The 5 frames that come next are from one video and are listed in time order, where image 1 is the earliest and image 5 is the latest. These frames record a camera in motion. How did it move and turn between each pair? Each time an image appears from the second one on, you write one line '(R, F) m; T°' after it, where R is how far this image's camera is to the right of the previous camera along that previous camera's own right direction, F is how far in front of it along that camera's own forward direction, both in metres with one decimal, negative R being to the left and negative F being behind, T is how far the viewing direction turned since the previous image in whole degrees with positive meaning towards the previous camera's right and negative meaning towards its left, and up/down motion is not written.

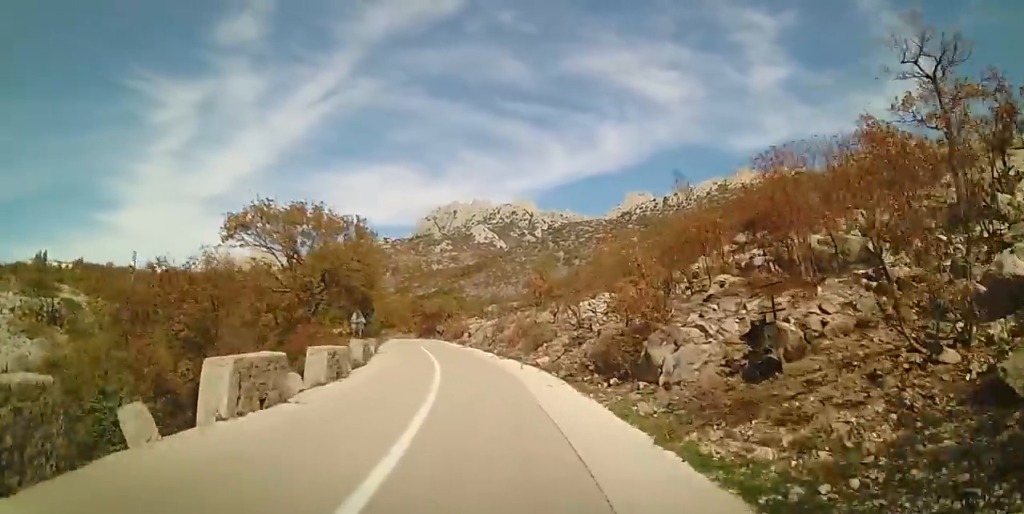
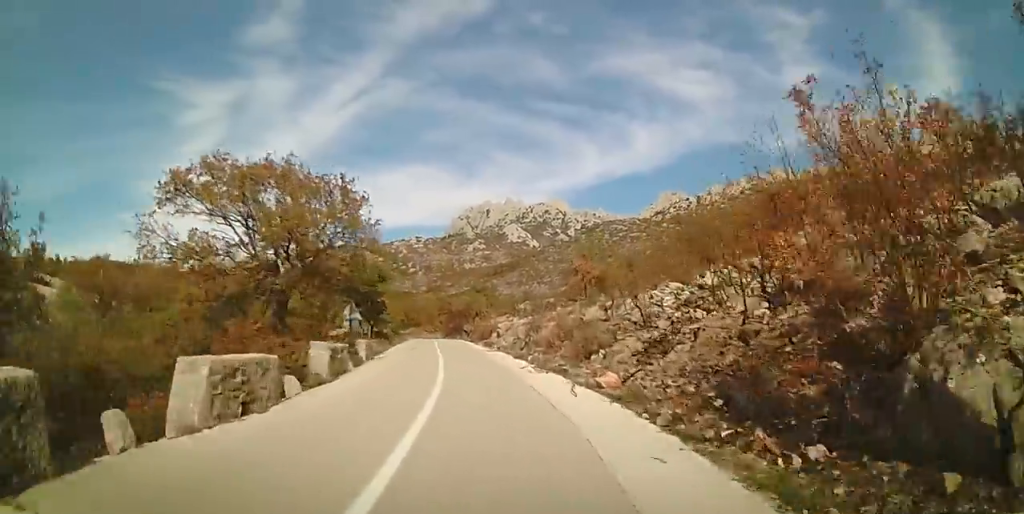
(-0.3, +6.6) m; -3°
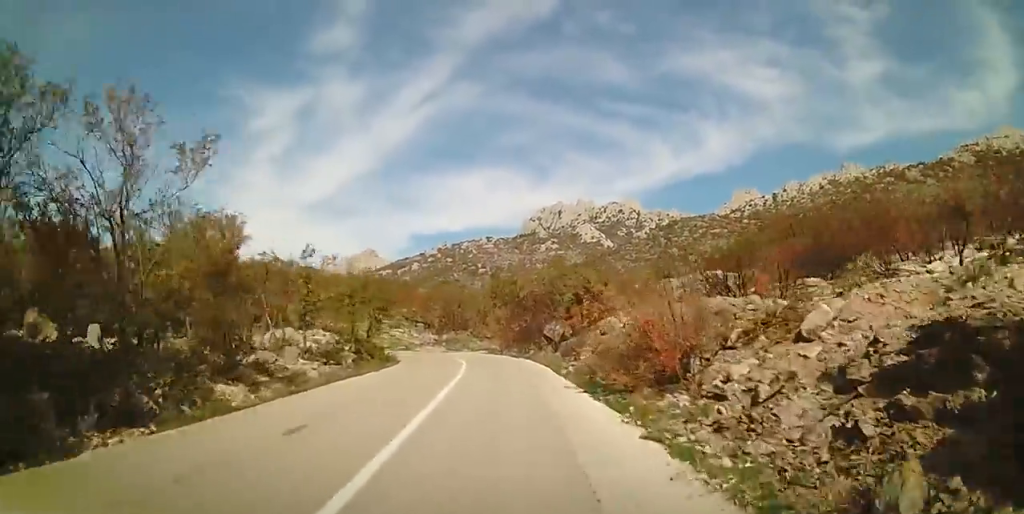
(-3.2, +34.5) m; -10°
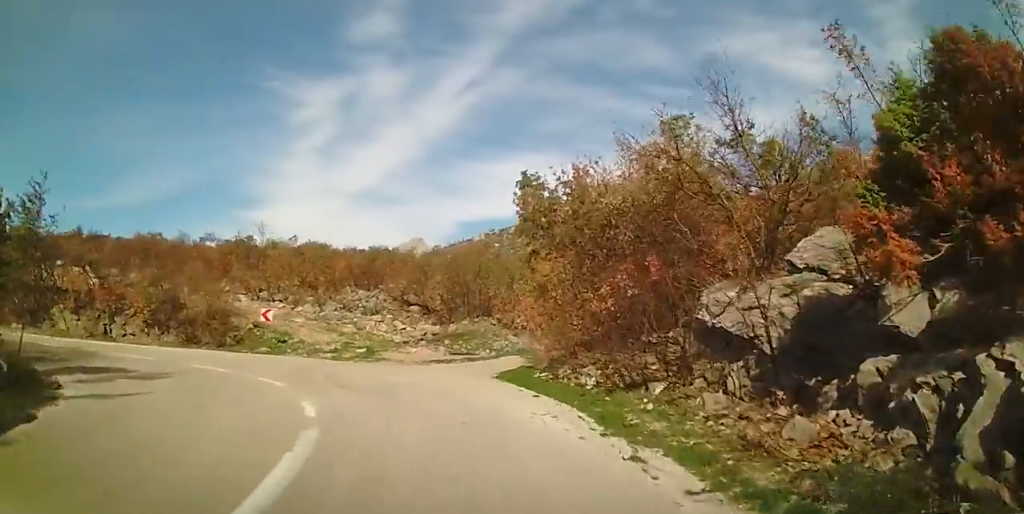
(-2.8, +21.4) m; -15°
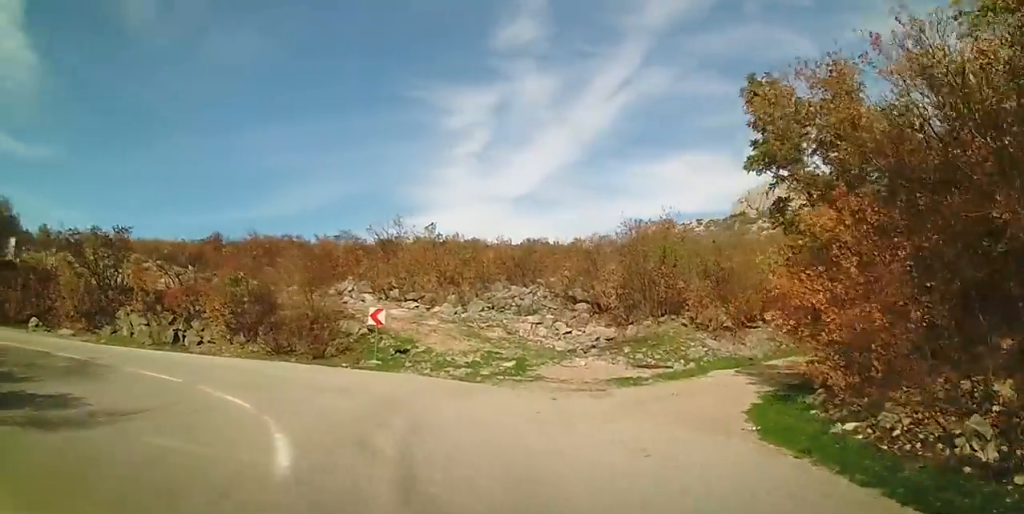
(-0.1, +7.2) m; -4°
